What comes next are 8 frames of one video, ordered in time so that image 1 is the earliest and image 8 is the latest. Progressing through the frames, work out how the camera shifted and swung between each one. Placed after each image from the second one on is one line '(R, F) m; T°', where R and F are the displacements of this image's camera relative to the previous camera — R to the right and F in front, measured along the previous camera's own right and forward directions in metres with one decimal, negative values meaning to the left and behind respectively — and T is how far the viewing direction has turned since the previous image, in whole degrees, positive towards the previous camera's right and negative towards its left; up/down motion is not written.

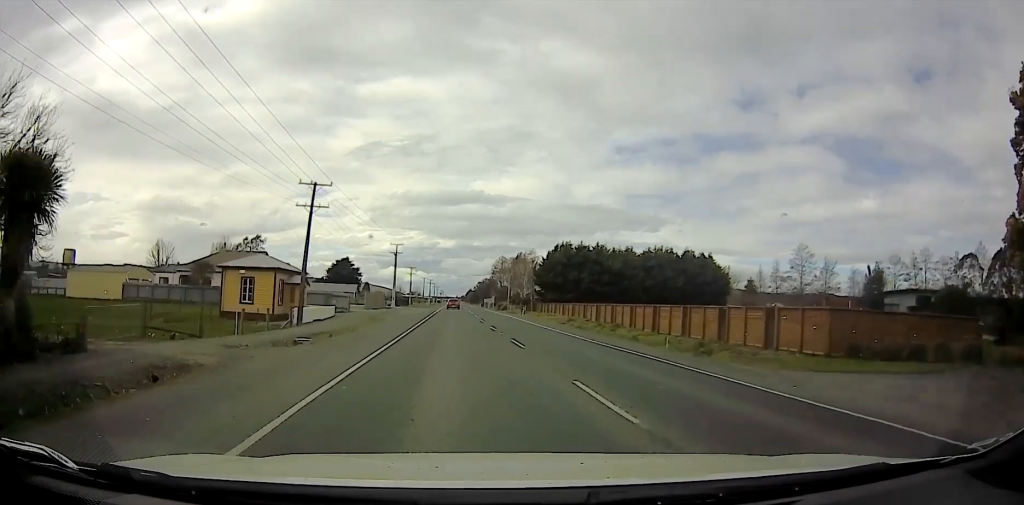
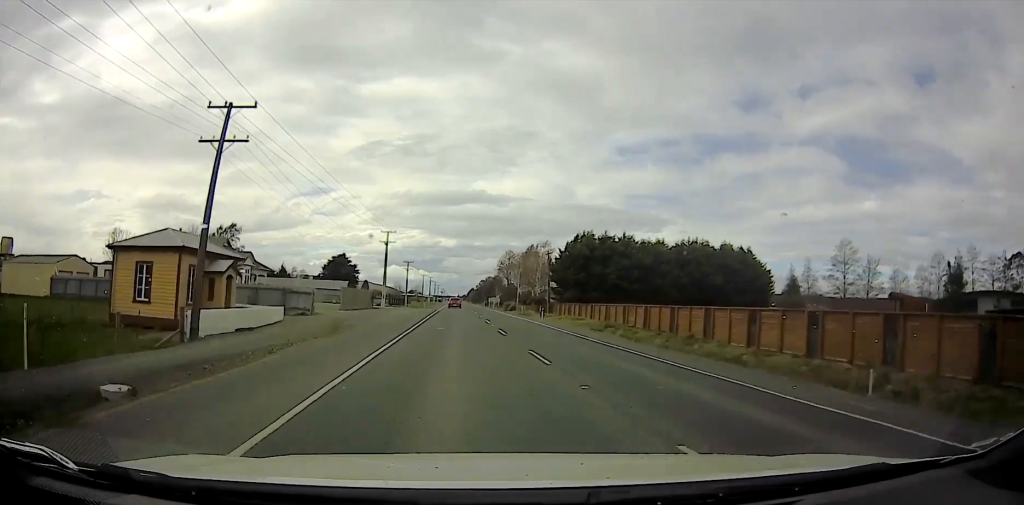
(+0.2, +14.6) m; +1°
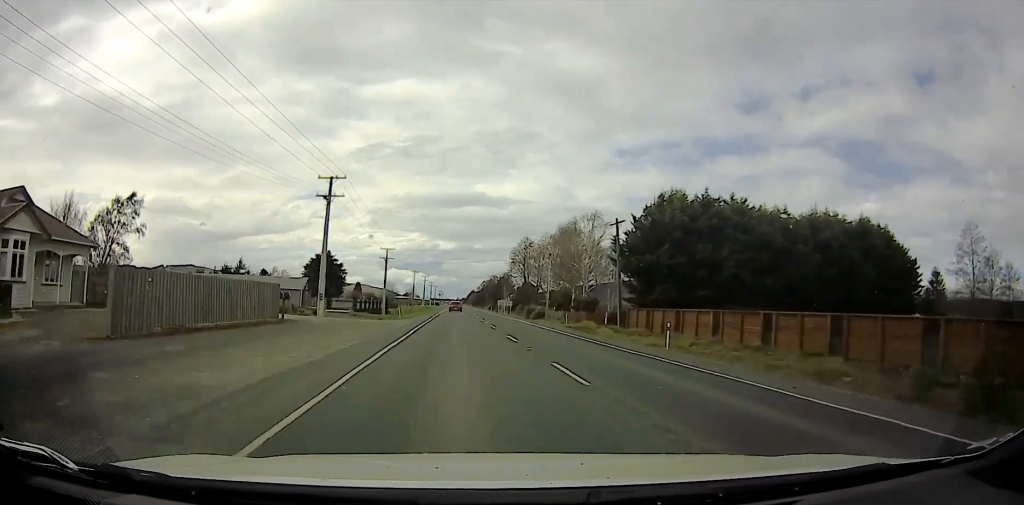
(0.0, +35.2) m; 0°
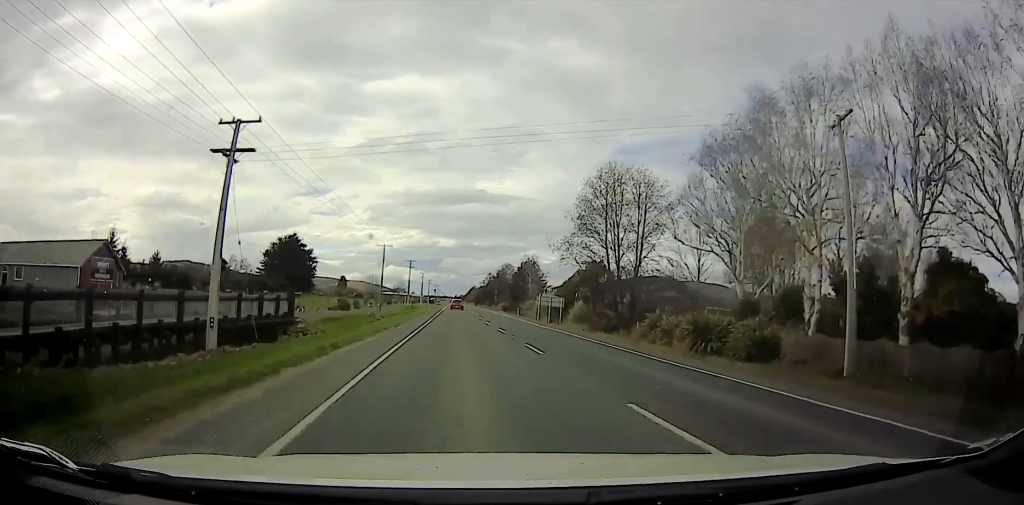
(-1.1, +44.2) m; -2°
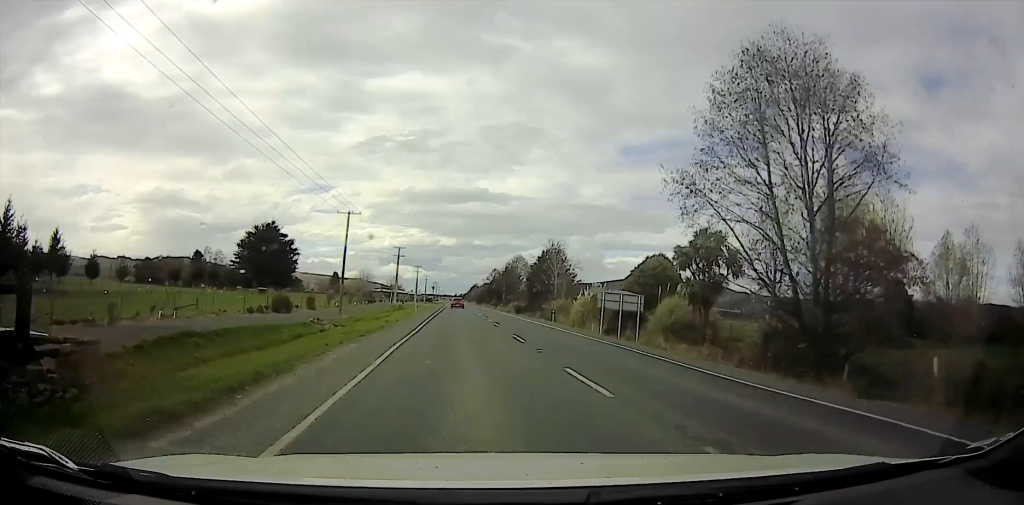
(+0.1, +17.7) m; +1°
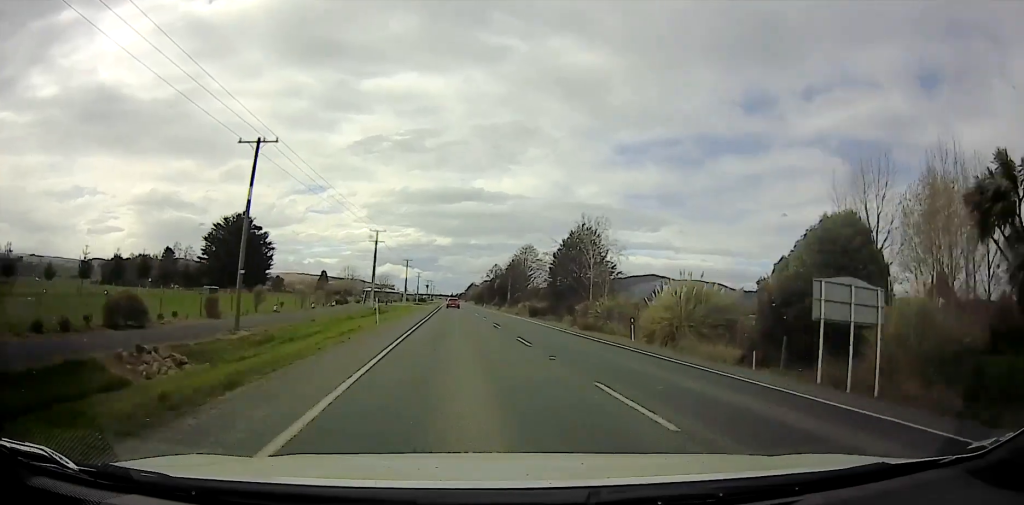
(+0.3, +15.8) m; +1°
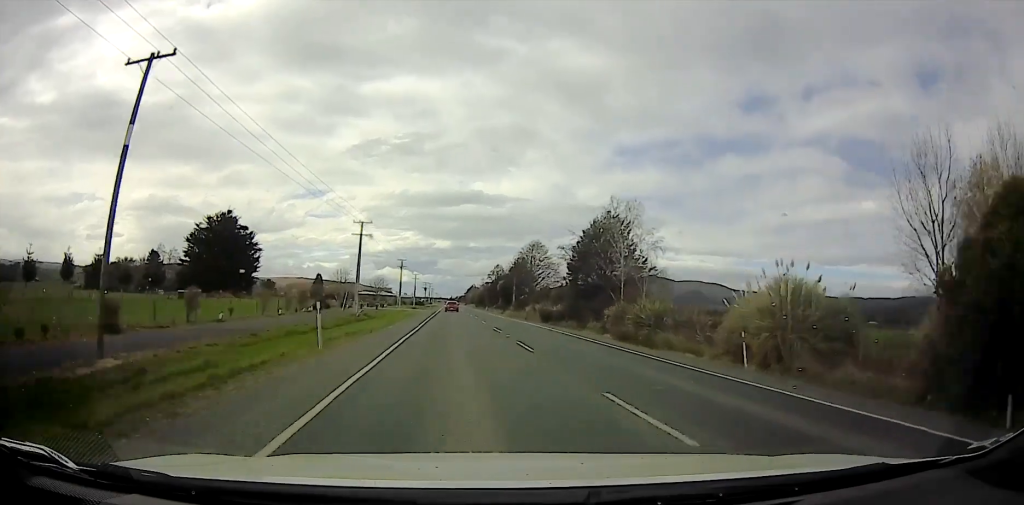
(0.0, +7.9) m; 0°
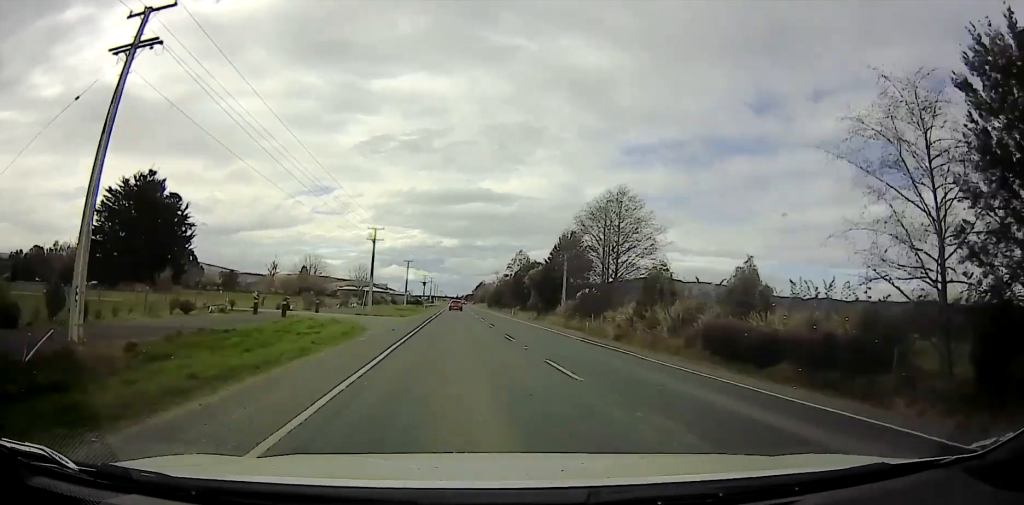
(-0.1, +35.2) m; 0°
